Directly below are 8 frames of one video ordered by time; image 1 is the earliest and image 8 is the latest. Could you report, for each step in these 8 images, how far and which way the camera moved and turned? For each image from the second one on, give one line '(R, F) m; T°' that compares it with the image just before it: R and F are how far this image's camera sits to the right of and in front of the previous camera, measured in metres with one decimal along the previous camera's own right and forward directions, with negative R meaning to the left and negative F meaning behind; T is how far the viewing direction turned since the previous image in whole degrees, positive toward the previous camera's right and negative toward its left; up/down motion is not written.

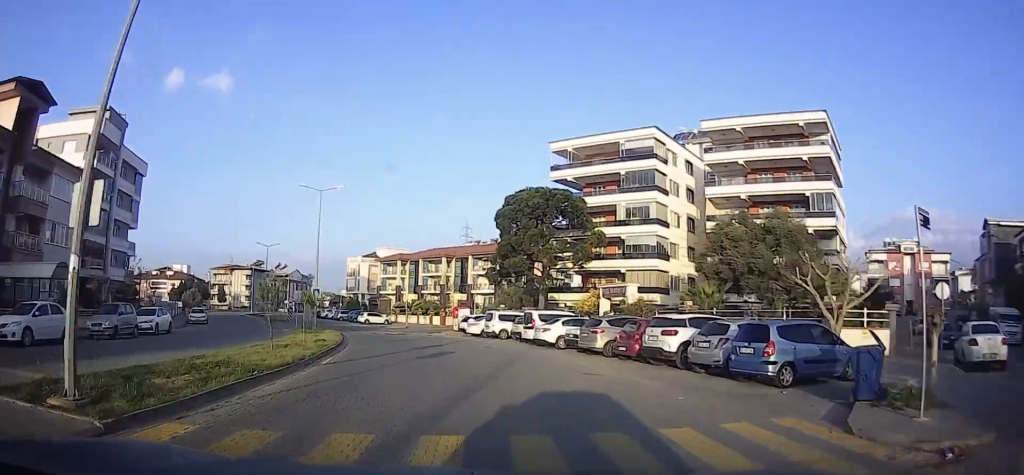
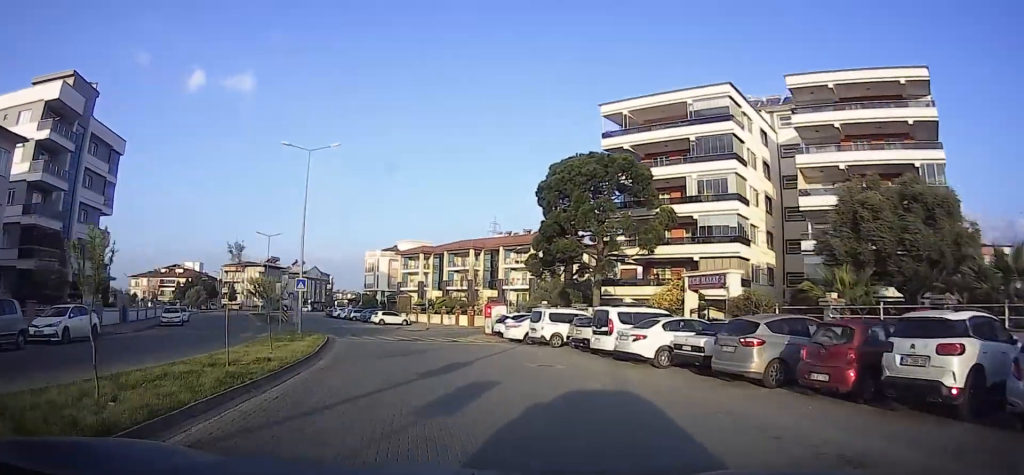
(-0.1, +9.8) m; -2°
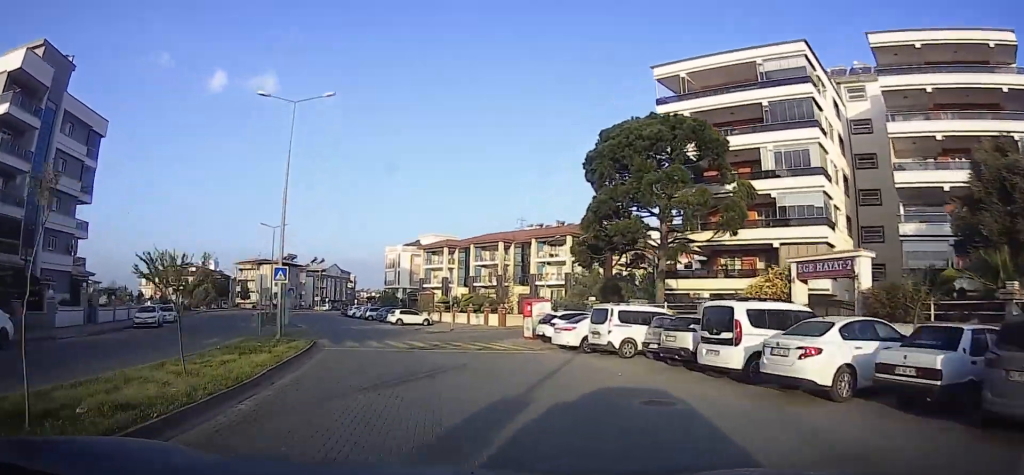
(+0.2, +7.1) m; -4°
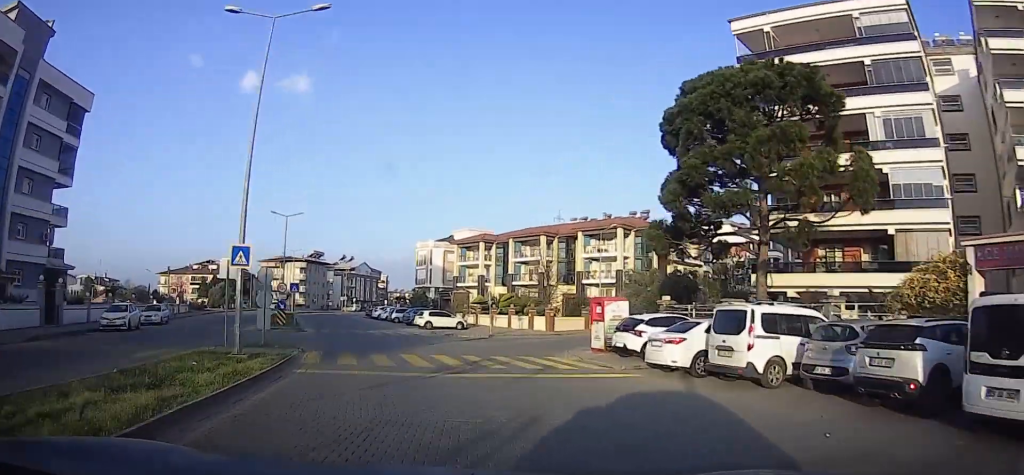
(-0.3, +7.1) m; -4°
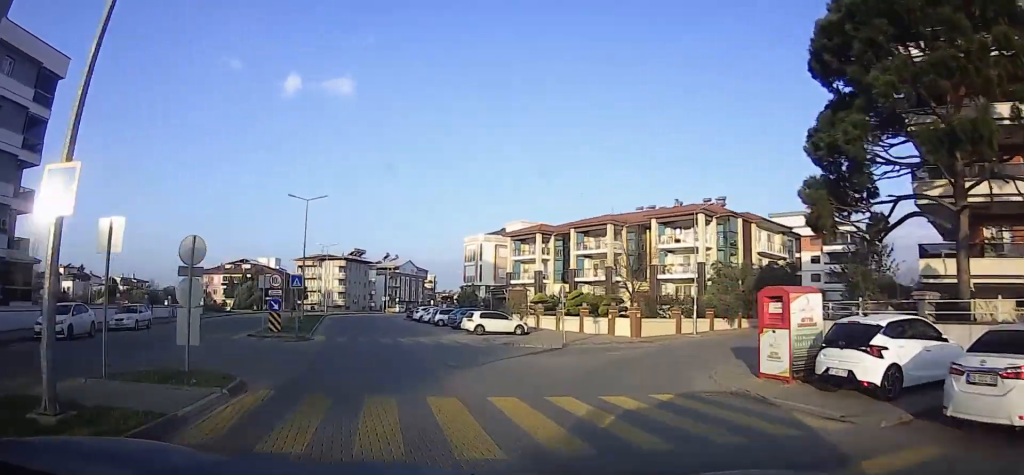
(-0.7, +8.8) m; -5°
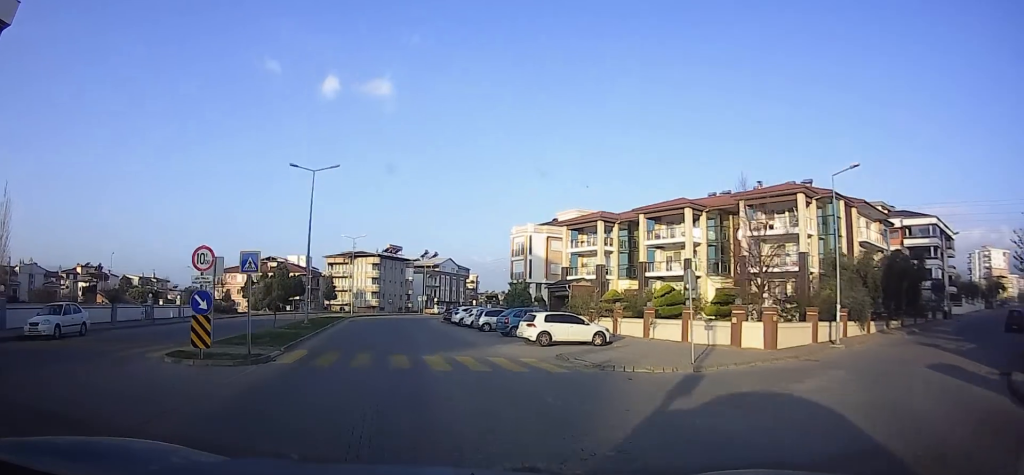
(0.0, +10.0) m; 0°
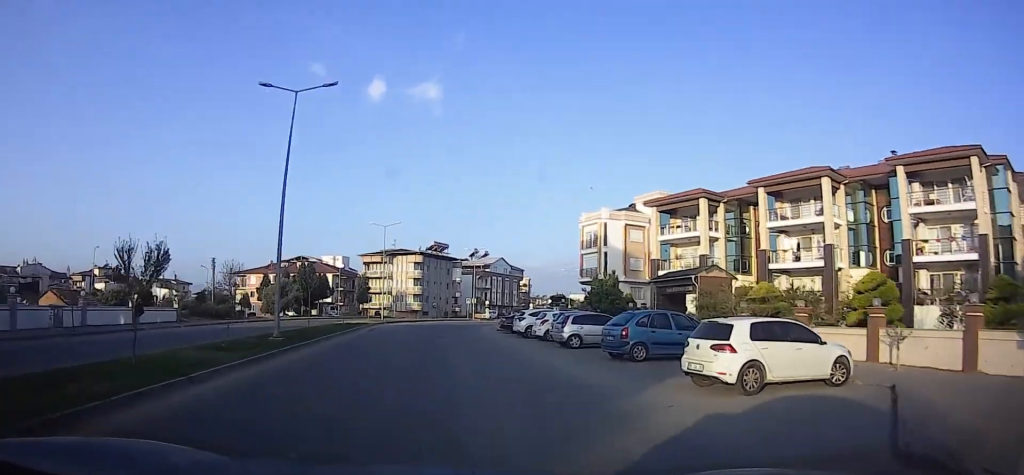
(-0.1, +13.6) m; -4°
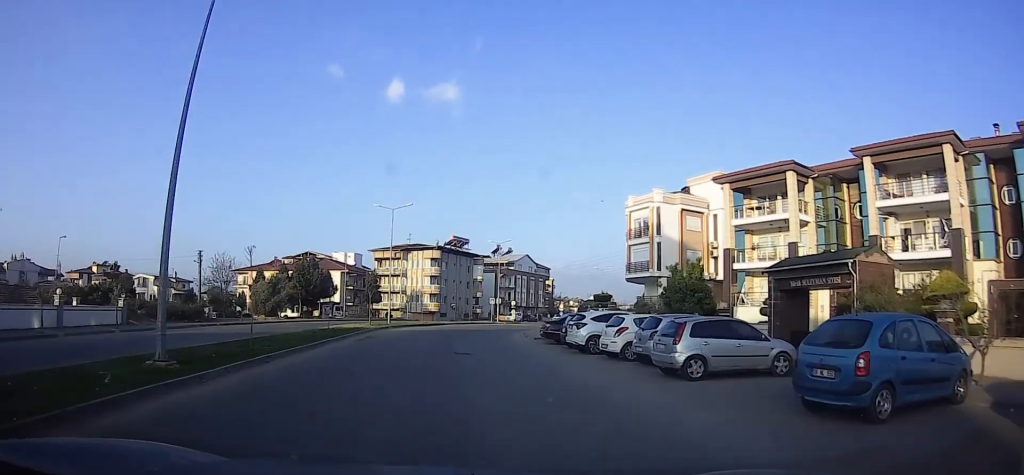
(-0.6, +9.9) m; -3°
